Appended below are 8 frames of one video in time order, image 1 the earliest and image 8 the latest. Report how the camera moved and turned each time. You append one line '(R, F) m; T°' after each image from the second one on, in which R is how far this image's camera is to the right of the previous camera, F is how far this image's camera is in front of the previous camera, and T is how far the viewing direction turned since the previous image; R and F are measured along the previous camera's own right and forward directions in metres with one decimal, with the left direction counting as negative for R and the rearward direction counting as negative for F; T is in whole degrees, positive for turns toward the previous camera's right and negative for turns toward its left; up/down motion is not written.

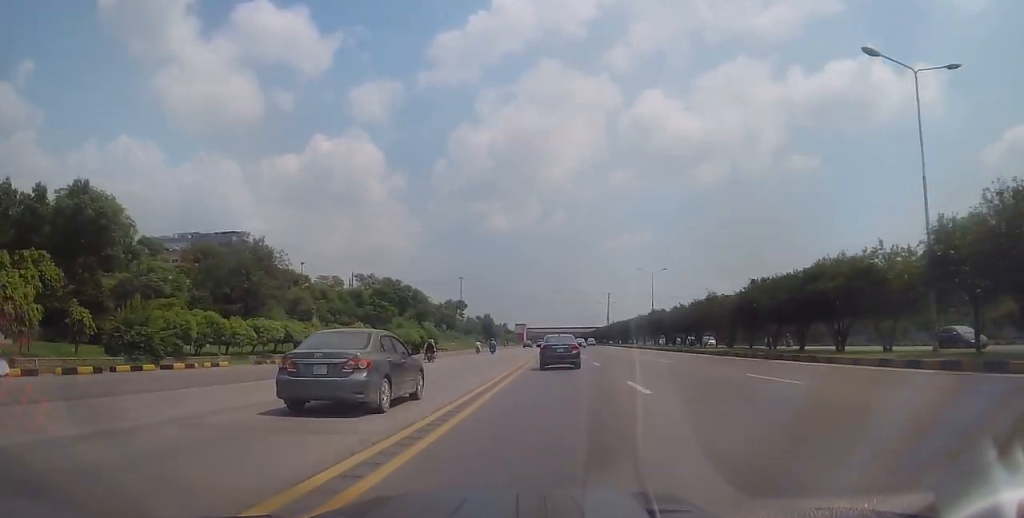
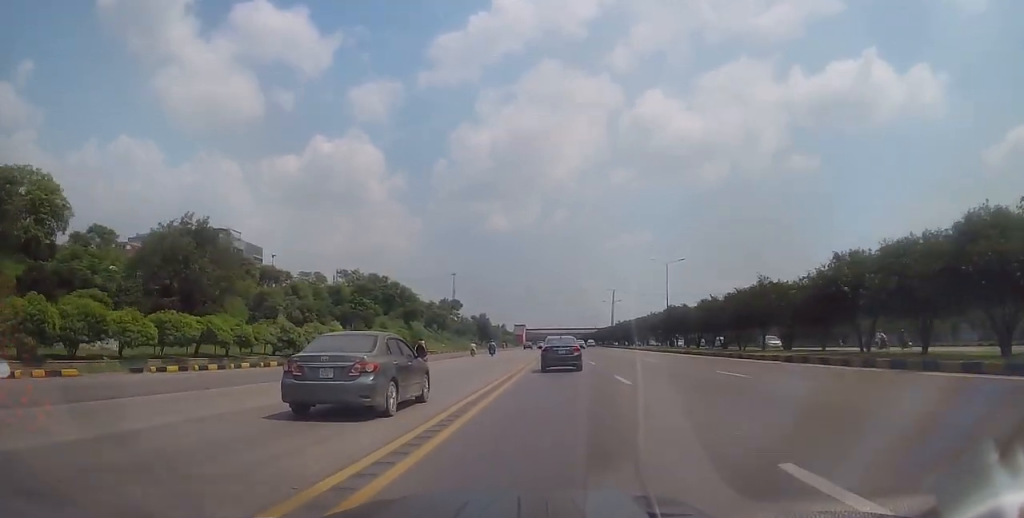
(-0.1, +12.0) m; 0°
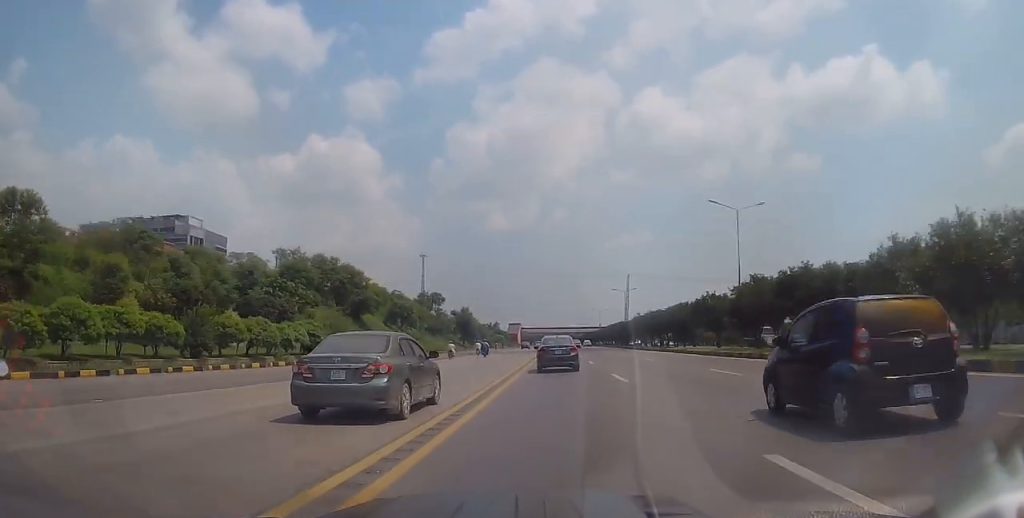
(+0.3, +31.5) m; 0°
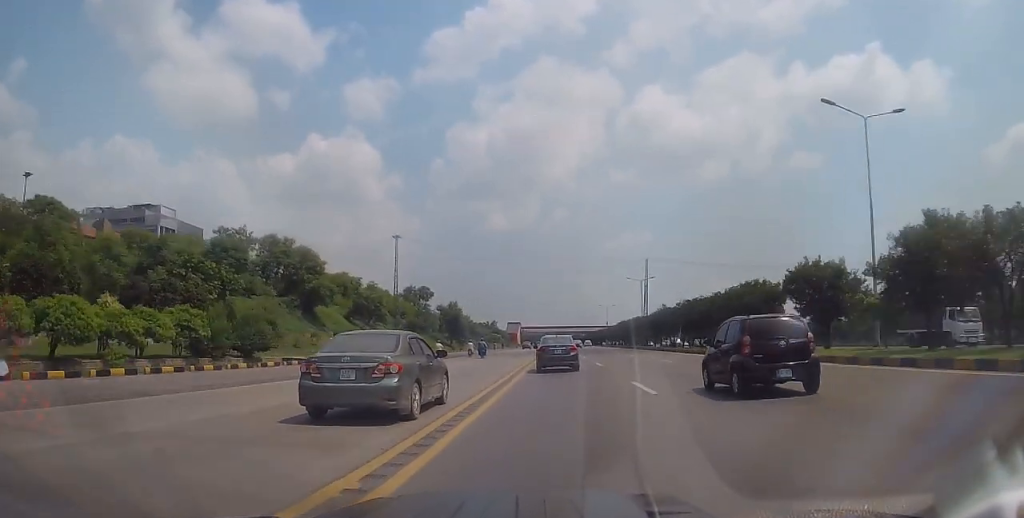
(-0.3, +20.3) m; 0°
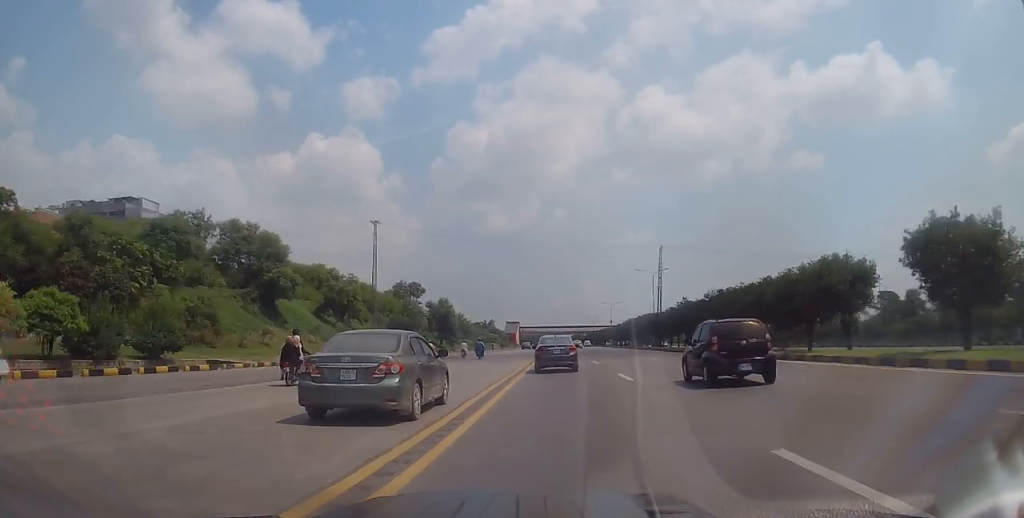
(+0.2, +11.4) m; 0°
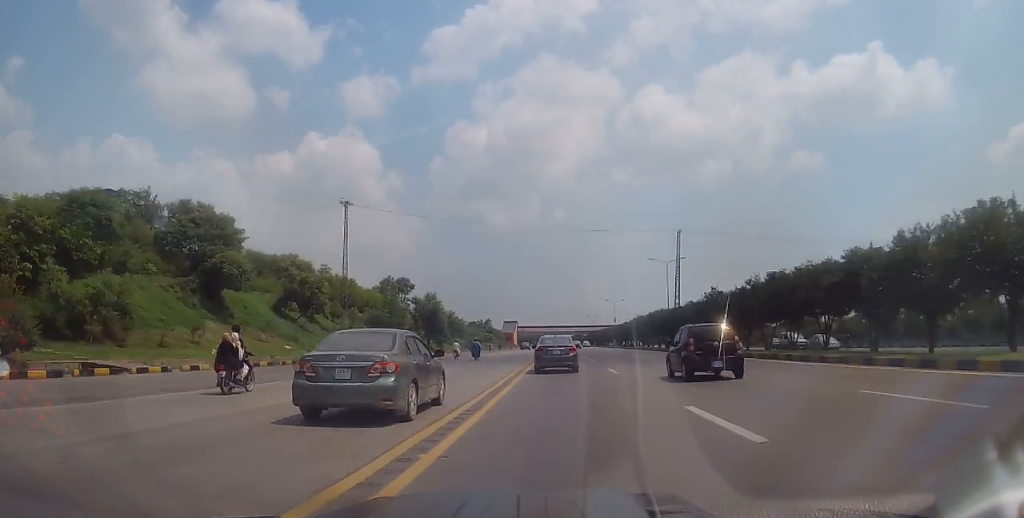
(0.0, +11.5) m; 0°
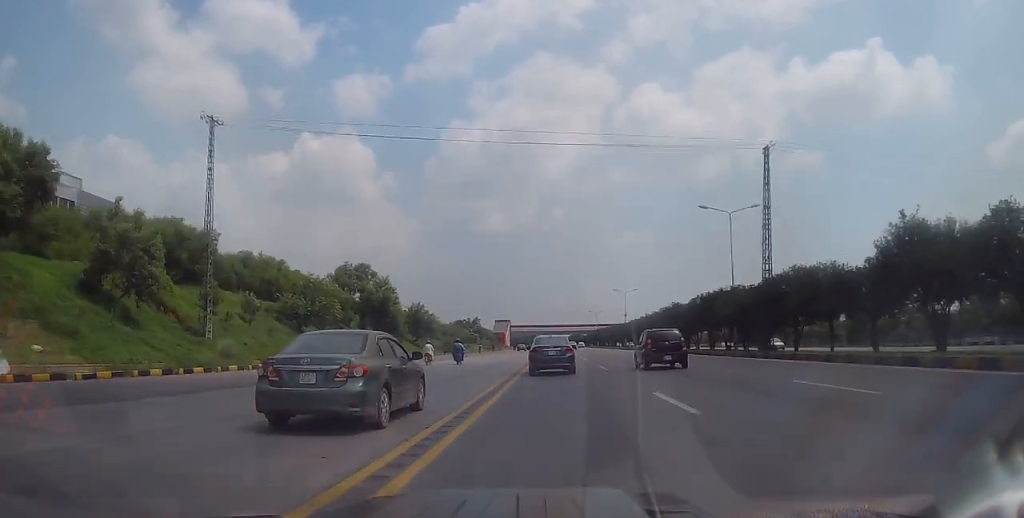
(+0.1, +28.9) m; -1°
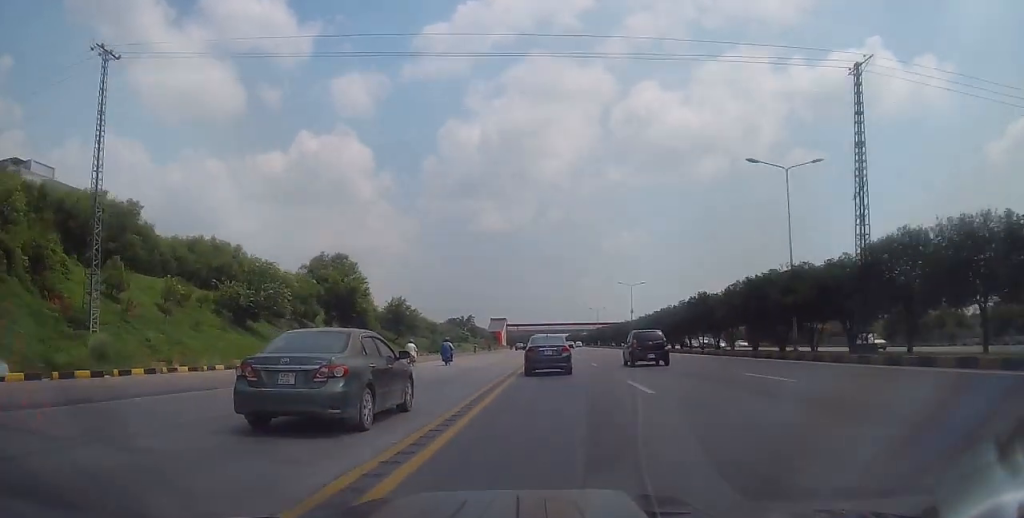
(-0.3, +12.1) m; +1°
